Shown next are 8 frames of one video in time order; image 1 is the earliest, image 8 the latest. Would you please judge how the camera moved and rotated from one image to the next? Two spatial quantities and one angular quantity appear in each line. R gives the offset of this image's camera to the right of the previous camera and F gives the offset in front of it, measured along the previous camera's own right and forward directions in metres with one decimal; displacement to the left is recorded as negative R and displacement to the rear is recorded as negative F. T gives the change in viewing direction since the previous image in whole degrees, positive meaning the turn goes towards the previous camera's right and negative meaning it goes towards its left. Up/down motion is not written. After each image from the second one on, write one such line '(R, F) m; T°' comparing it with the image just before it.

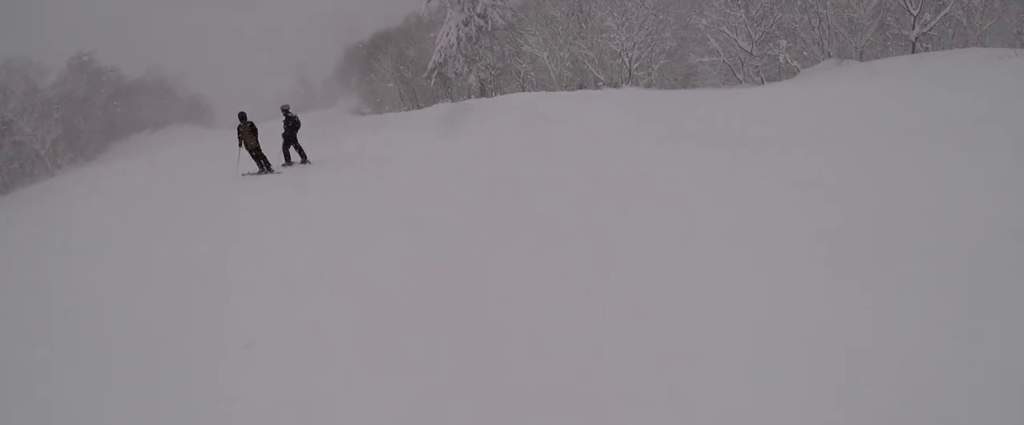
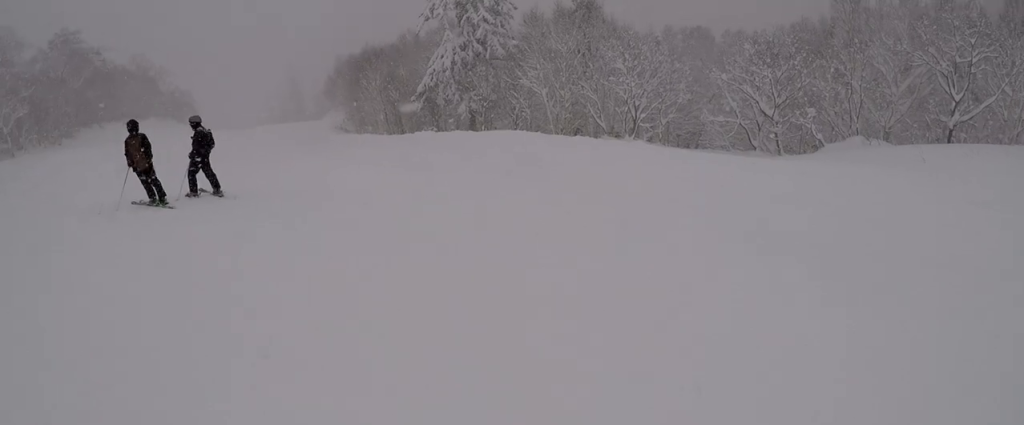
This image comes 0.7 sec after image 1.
(-0.1, +3.9) m; -2°
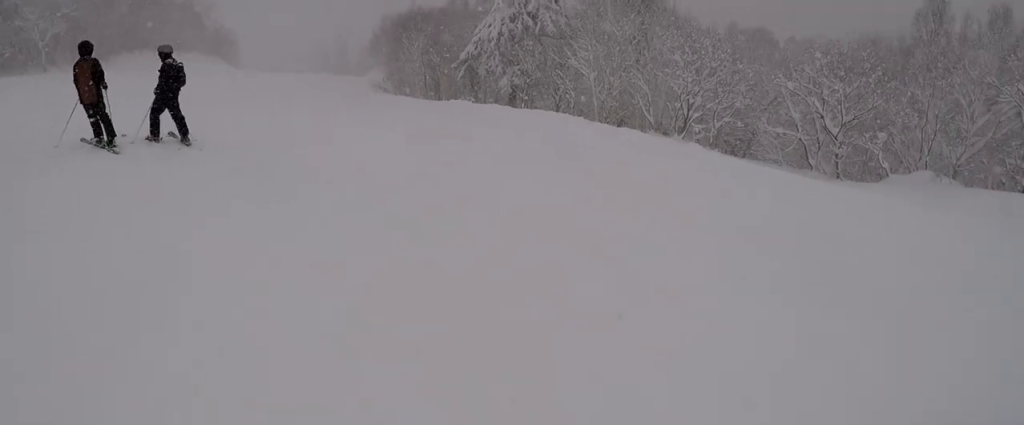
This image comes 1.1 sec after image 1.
(0.0, +2.3) m; 0°
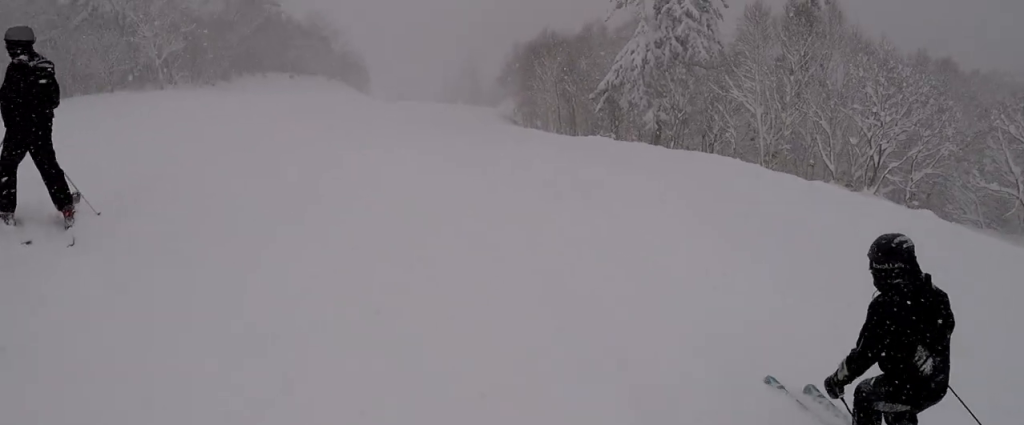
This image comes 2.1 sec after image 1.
(0.0, +5.5) m; -4°
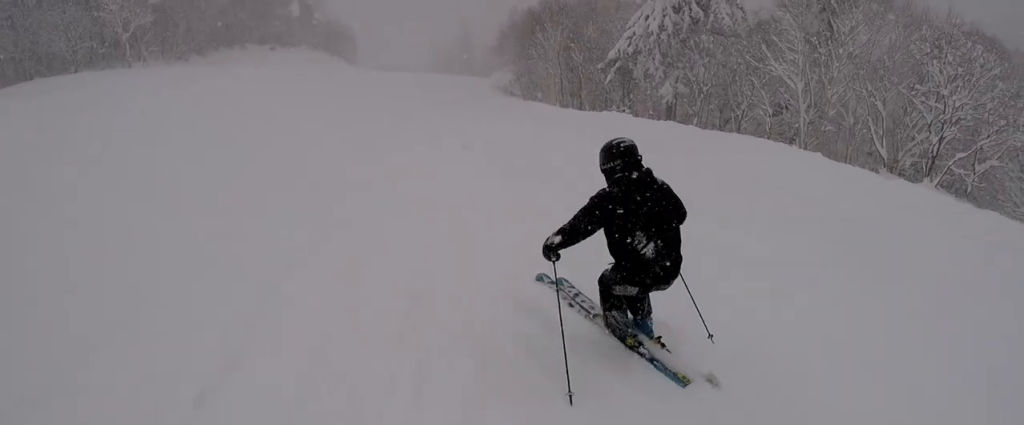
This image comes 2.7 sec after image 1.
(-0.2, +3.9) m; -1°
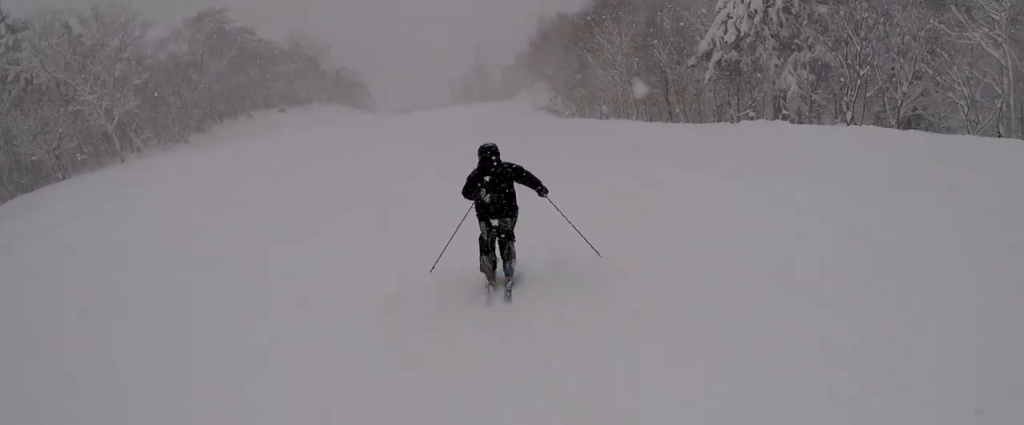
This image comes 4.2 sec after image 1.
(+0.2, +9.8) m; 0°
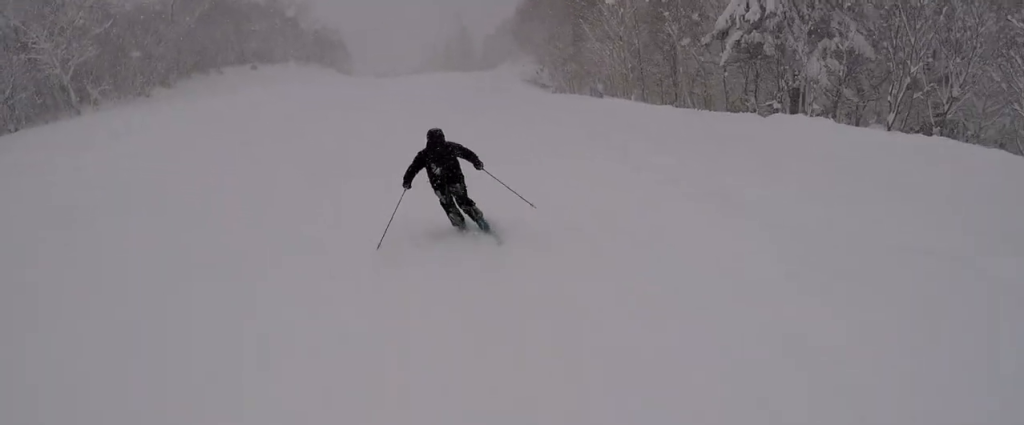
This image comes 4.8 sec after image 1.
(-0.3, +4.1) m; -2°
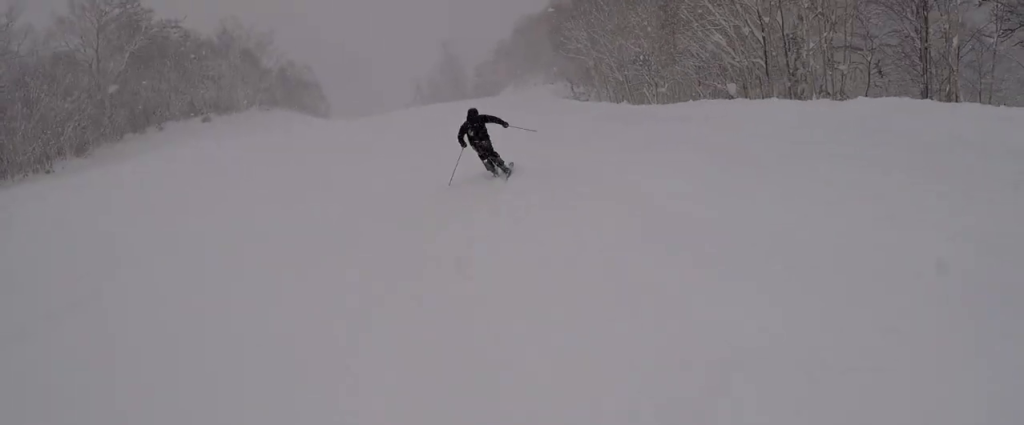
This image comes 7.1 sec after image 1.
(-2.7, +16.3) m; -3°
